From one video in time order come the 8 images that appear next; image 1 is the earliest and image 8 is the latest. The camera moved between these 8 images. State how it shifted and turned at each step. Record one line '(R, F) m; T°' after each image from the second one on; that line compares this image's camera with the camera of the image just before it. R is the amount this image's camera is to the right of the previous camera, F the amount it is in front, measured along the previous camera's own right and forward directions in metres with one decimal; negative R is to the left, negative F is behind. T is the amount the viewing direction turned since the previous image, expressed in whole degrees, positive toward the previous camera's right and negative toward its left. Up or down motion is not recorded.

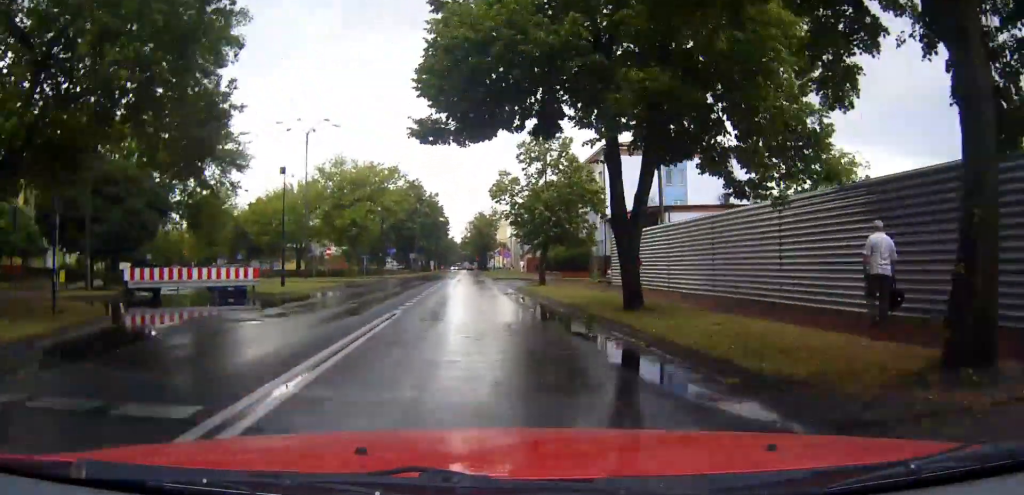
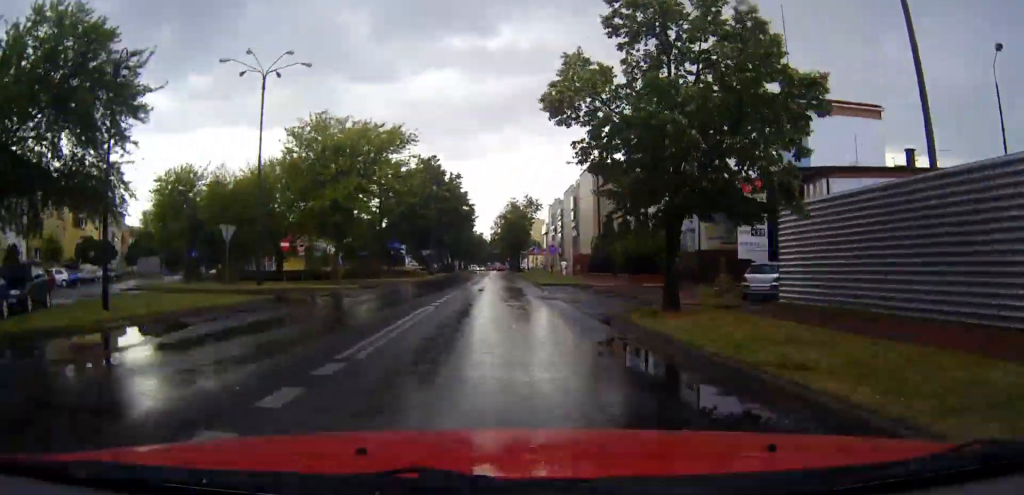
(-0.5, +23.8) m; -1°
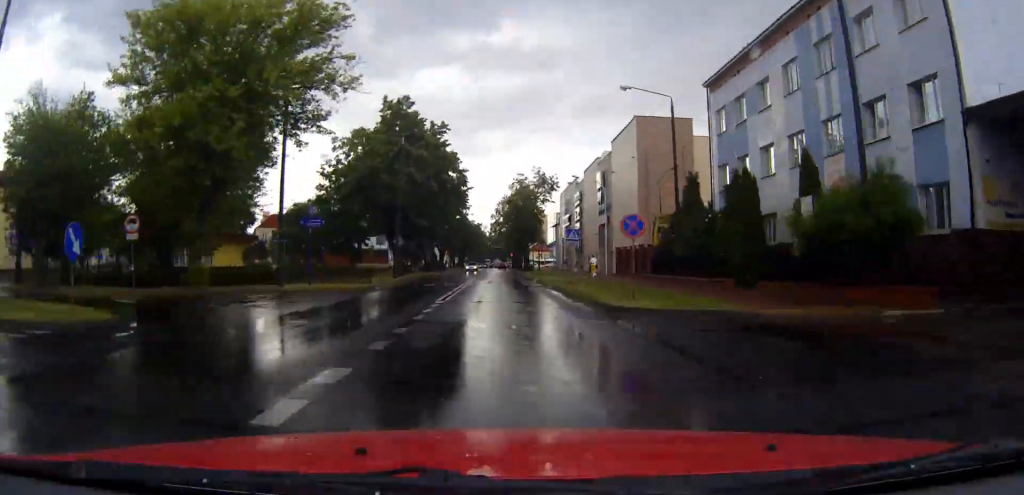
(-0.2, +29.3) m; 0°
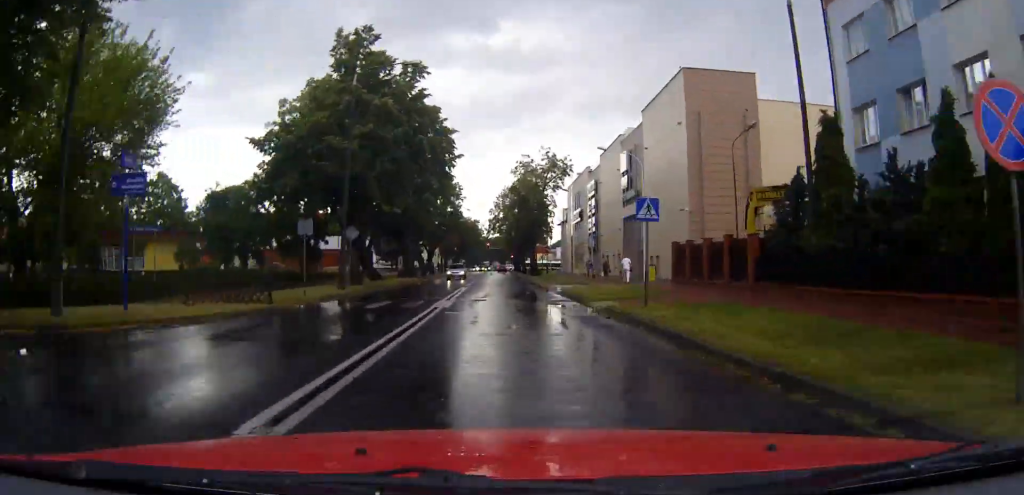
(0.0, +17.1) m; 0°
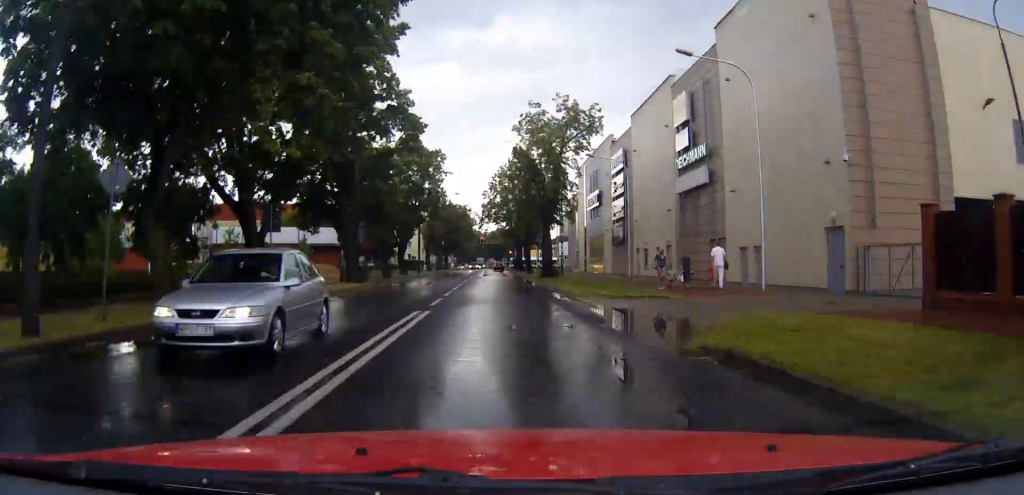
(+0.2, +23.0) m; 0°
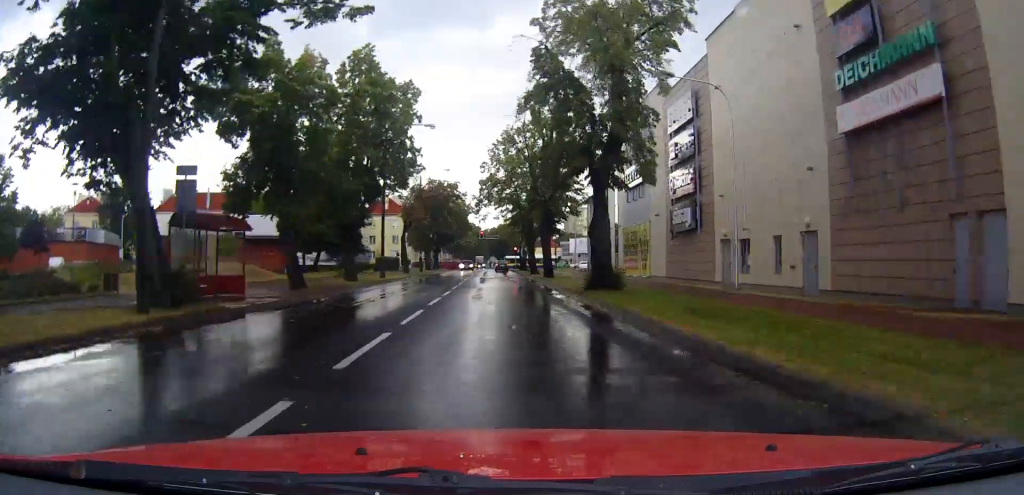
(-0.1, +23.1) m; 0°
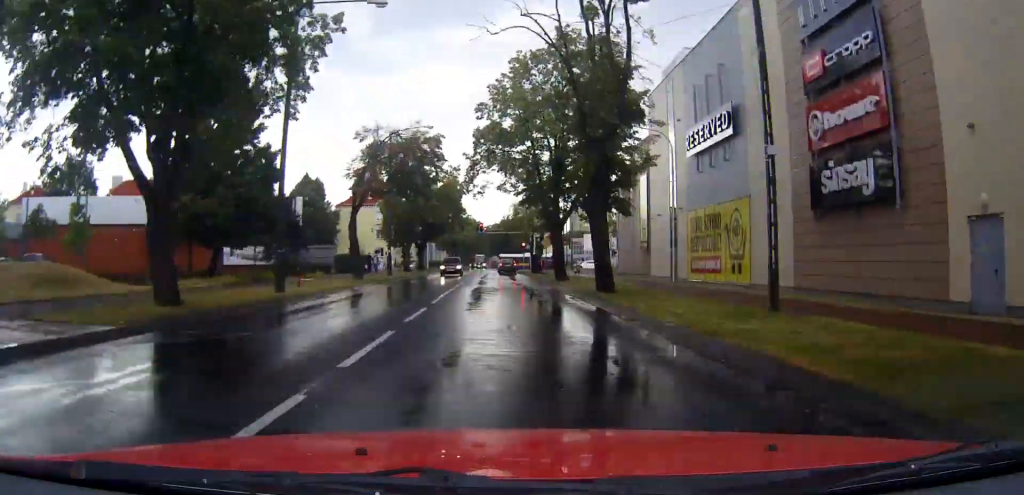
(0.0, +21.6) m; 0°
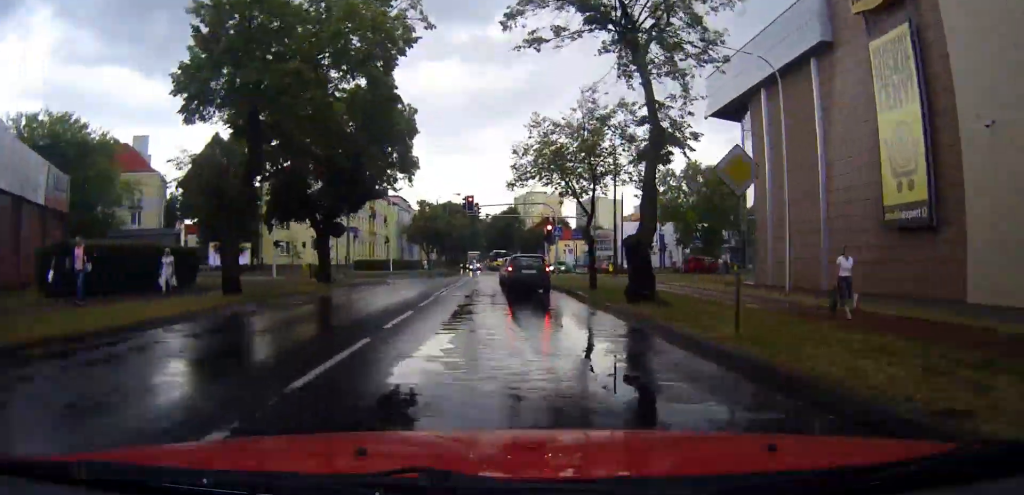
(+0.2, +38.8) m; 0°
